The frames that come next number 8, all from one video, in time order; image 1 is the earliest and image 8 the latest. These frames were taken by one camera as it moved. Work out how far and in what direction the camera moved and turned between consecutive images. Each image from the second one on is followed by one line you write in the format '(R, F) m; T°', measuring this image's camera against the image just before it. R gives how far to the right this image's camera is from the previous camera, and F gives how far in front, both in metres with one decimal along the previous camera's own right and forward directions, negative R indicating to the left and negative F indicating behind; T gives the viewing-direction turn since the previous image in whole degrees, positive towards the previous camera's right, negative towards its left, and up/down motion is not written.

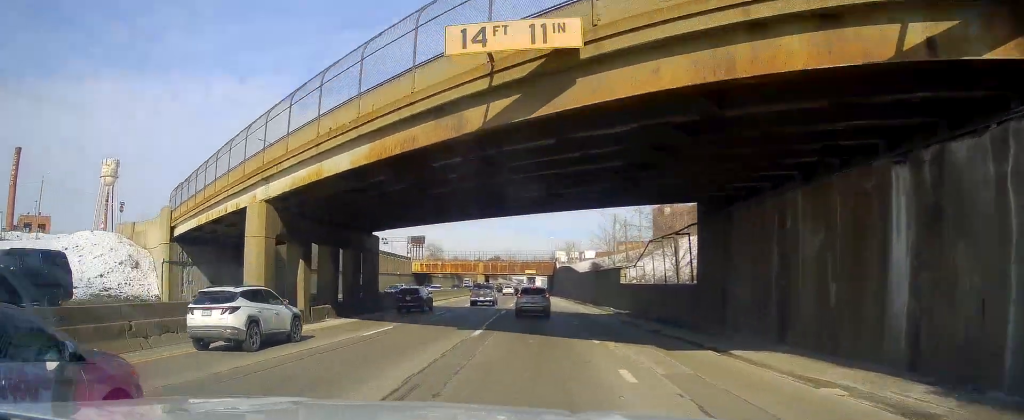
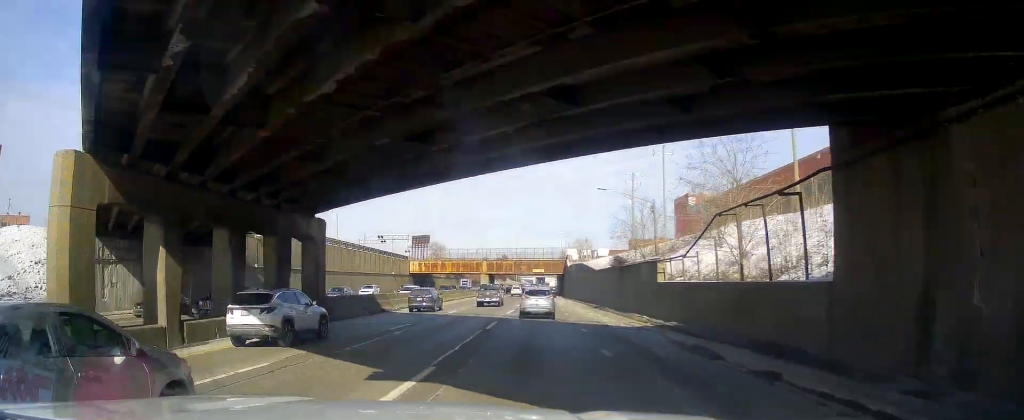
(-0.2, +11.4) m; -1°
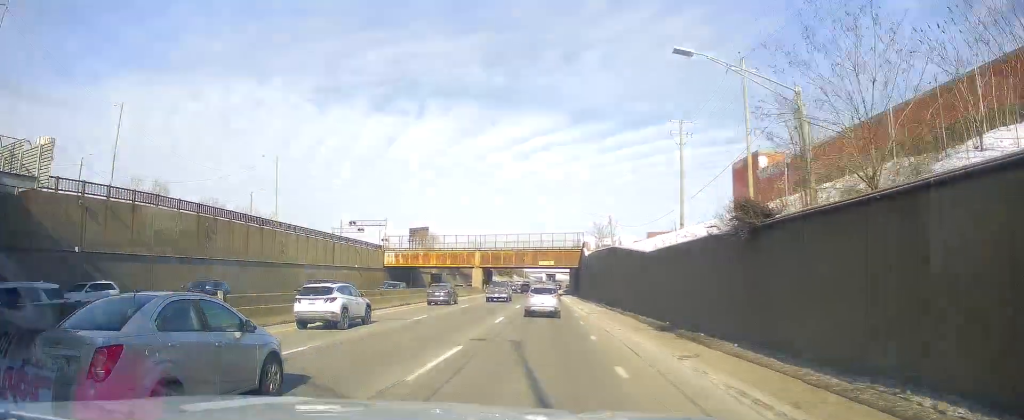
(+0.1, +26.9) m; 0°
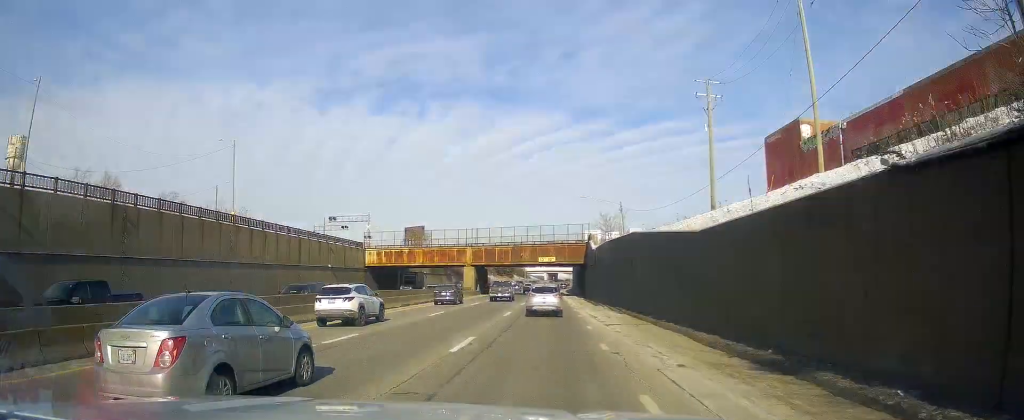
(+0.3, +11.3) m; -1°
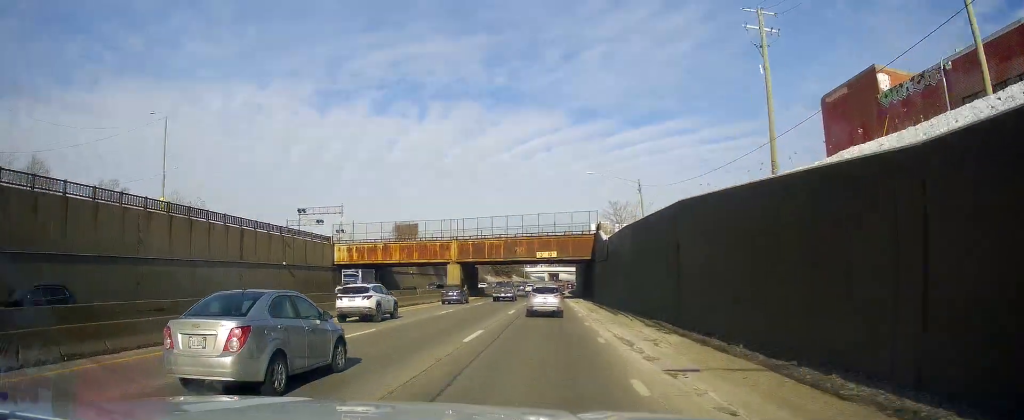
(-0.1, +13.6) m; -1°
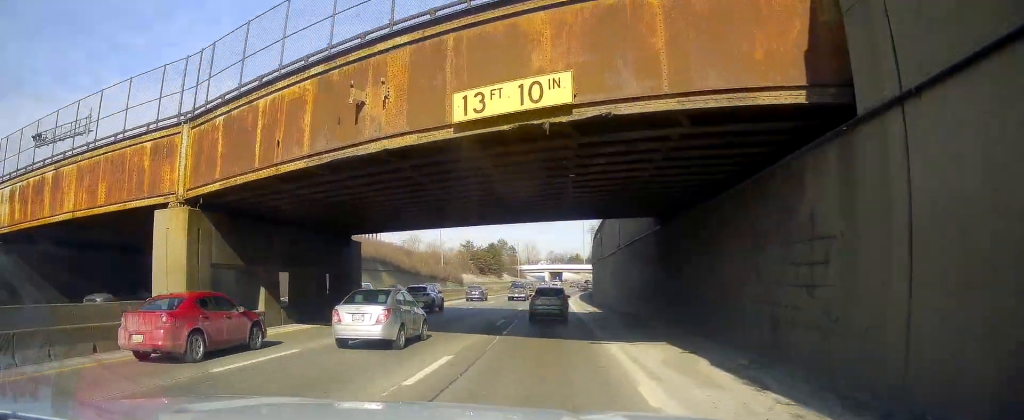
(-1.5, +54.1) m; -1°
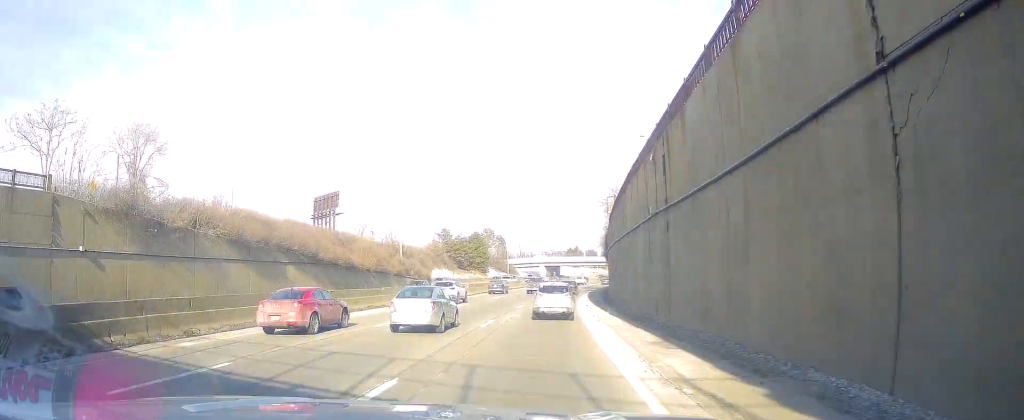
(+0.1, +33.3) m; +1°
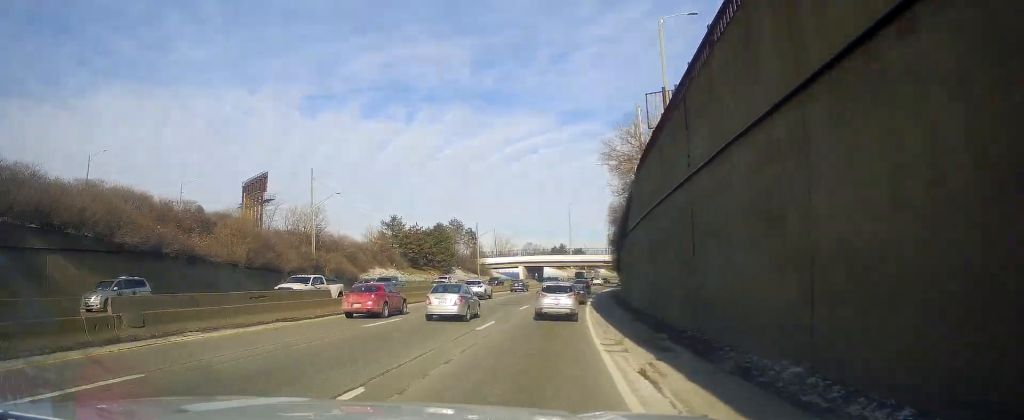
(+0.6, +32.3) m; 0°
